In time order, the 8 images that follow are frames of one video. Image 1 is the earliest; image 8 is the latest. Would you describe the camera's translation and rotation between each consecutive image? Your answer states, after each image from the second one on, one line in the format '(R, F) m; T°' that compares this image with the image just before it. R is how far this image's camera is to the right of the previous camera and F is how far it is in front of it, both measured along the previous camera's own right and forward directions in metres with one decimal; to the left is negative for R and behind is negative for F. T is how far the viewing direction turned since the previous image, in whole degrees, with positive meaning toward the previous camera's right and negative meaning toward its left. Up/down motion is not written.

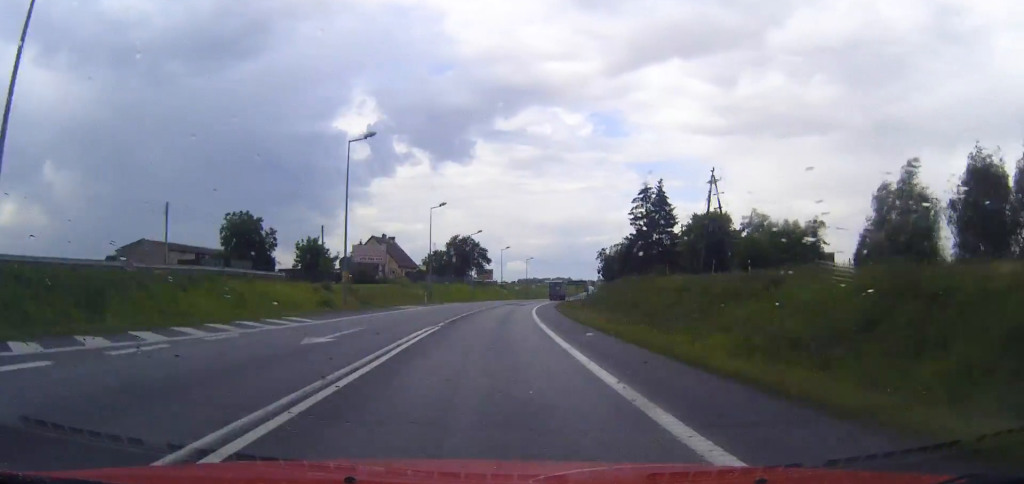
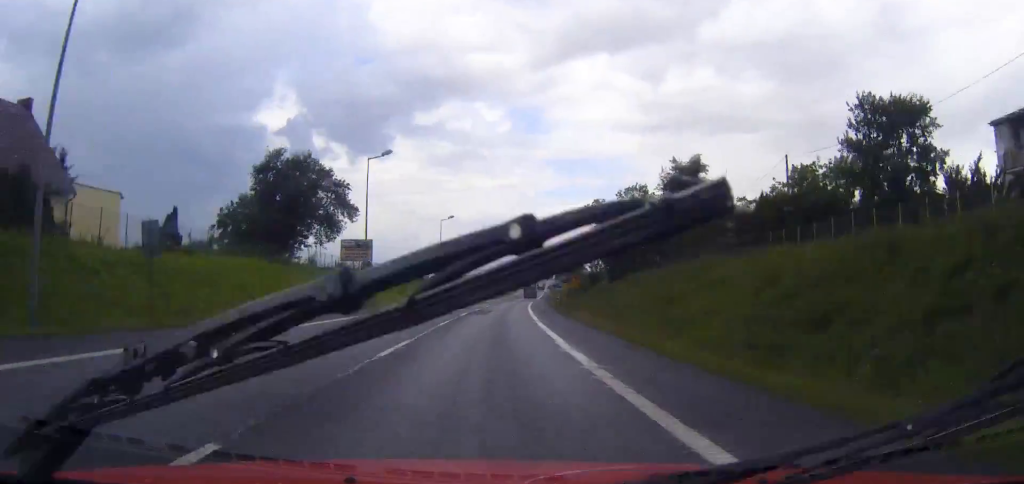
(+5.0, +91.9) m; +6°
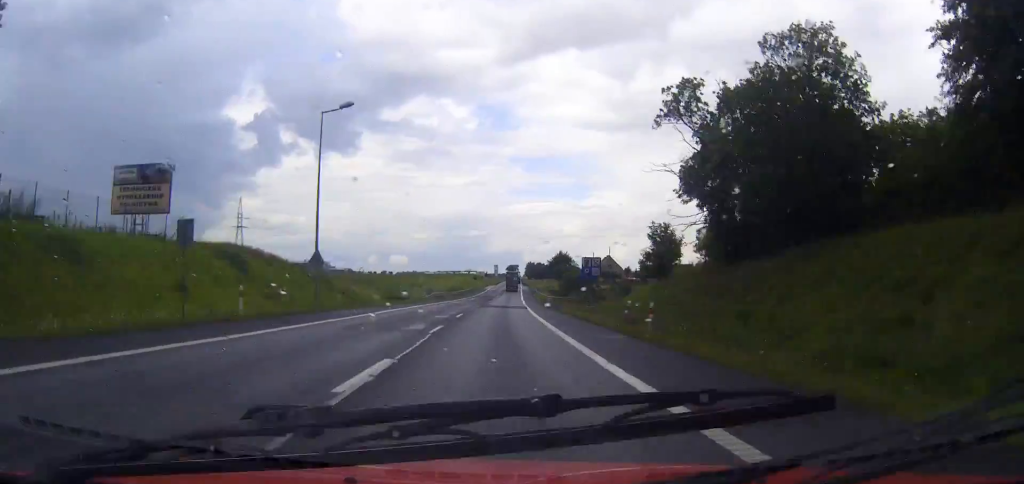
(+1.1, +53.5) m; +2°
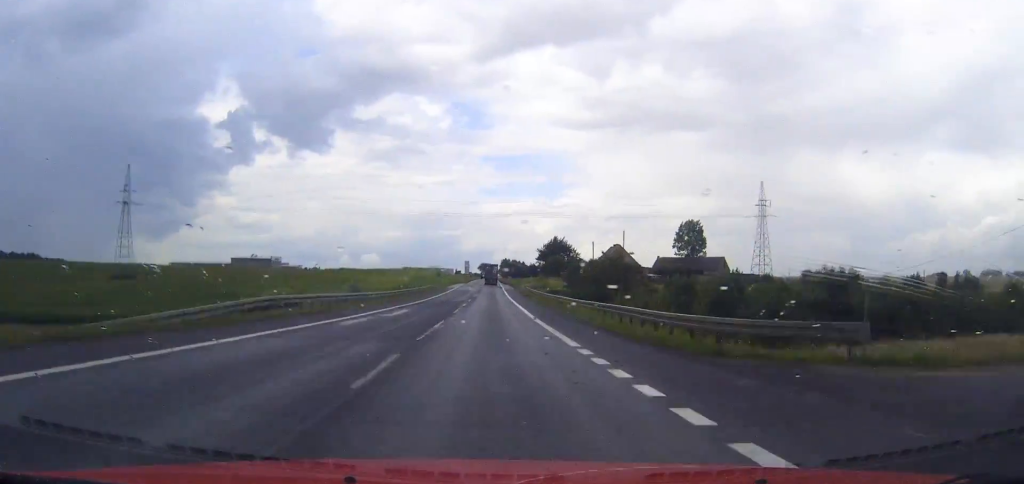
(+1.0, +57.6) m; +1°
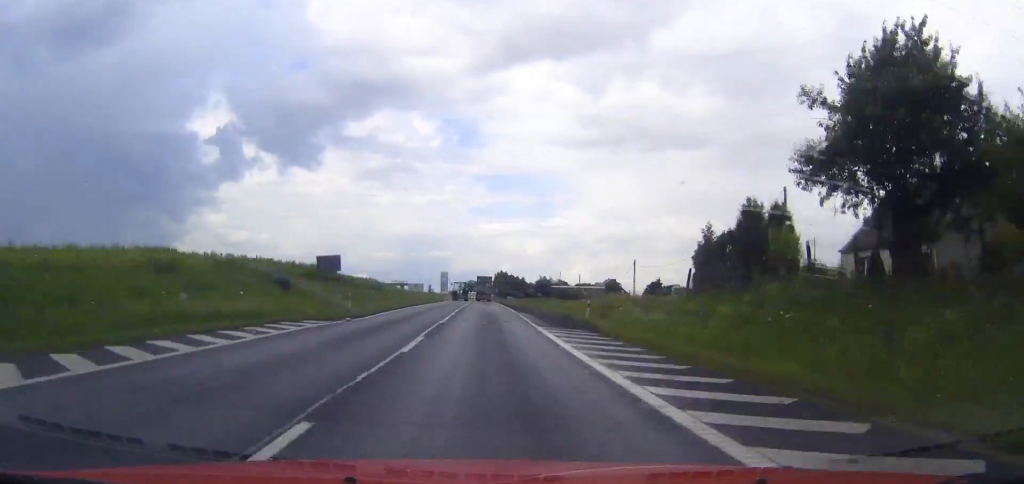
(+1.1, +127.5) m; +1°
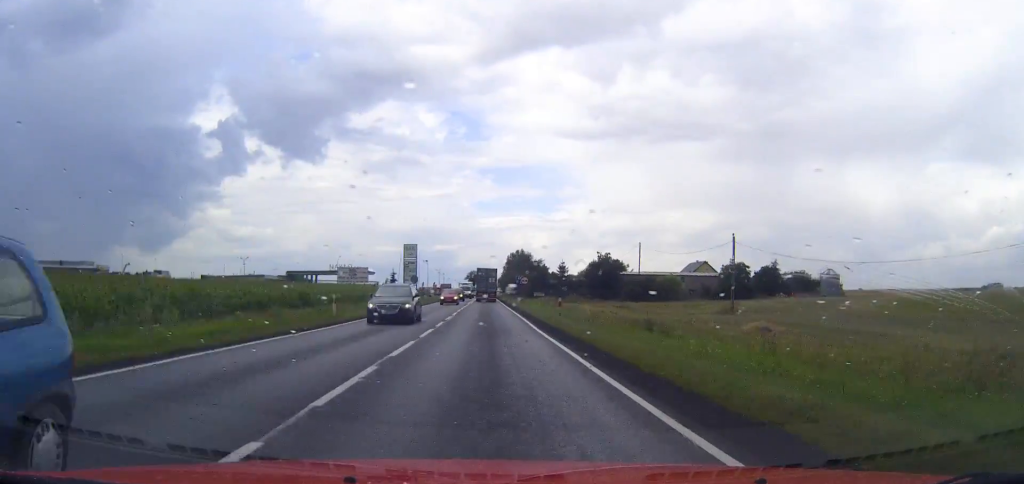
(-0.1, +120.2) m; 0°
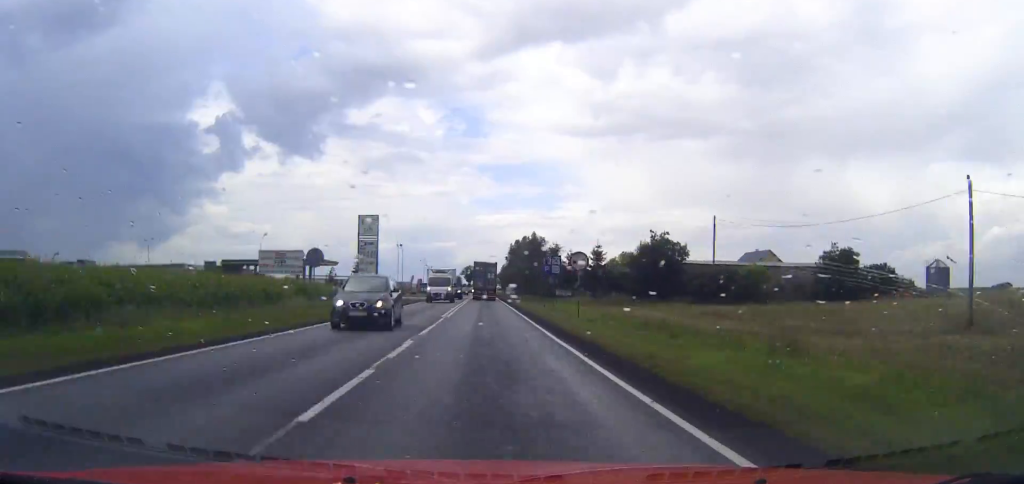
(0.0, +41.7) m; 0°
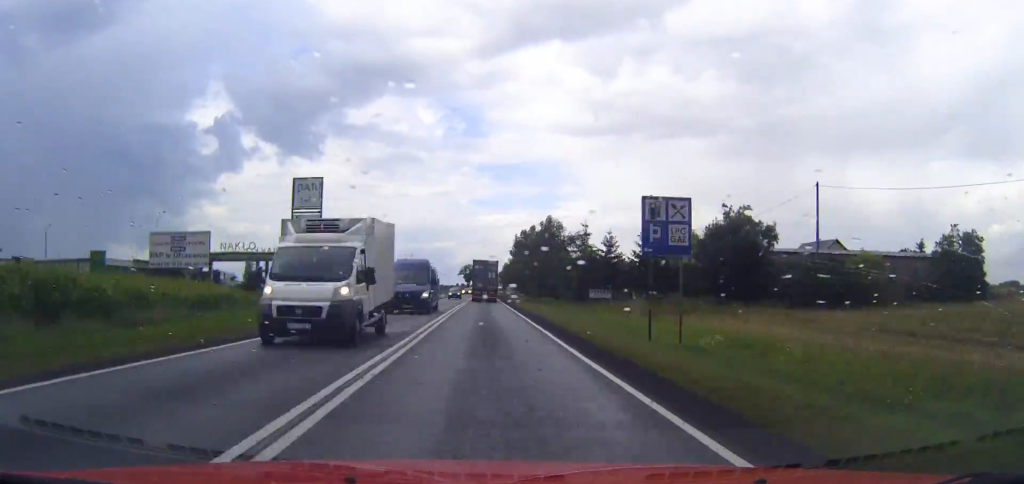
(0.0, +27.1) m; 0°
